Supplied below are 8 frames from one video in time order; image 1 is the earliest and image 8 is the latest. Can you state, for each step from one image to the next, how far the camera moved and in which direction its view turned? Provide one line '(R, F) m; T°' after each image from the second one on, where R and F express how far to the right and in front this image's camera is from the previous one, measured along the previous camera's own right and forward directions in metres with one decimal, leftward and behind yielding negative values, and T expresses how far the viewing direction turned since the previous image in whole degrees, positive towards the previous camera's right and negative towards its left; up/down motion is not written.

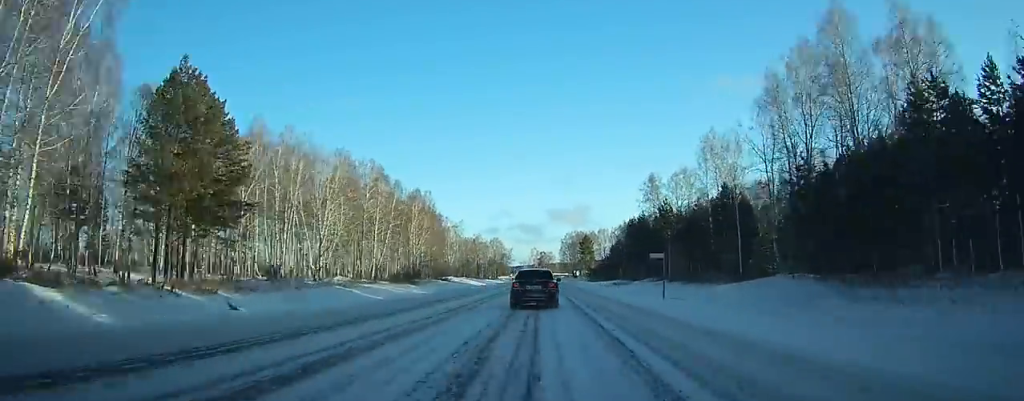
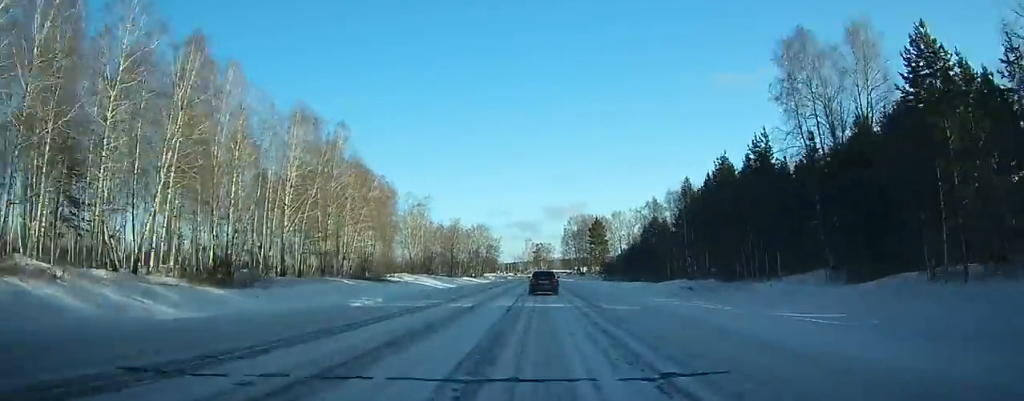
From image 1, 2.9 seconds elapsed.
(-0.1, +67.8) m; 0°
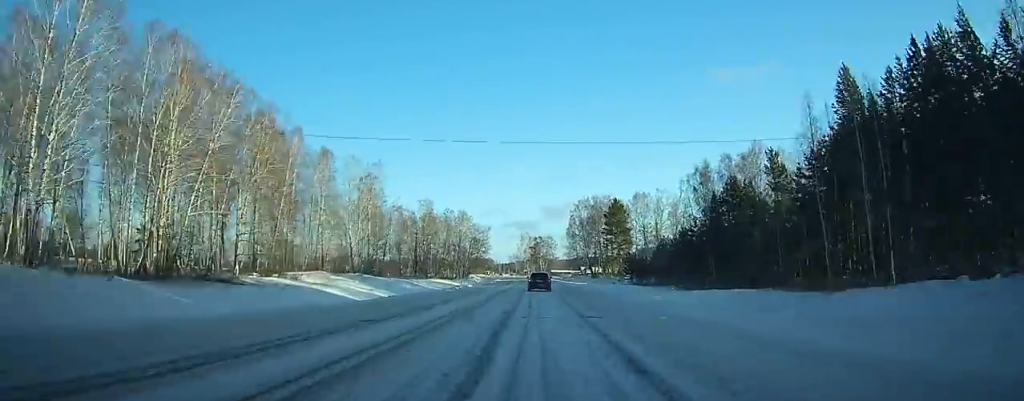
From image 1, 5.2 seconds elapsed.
(-0.2, +54.4) m; 0°
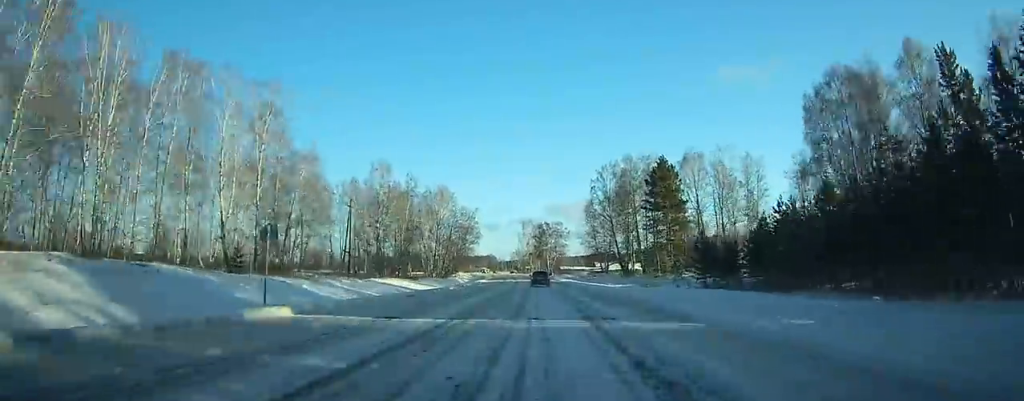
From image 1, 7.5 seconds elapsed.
(+0.2, +52.8) m; 0°
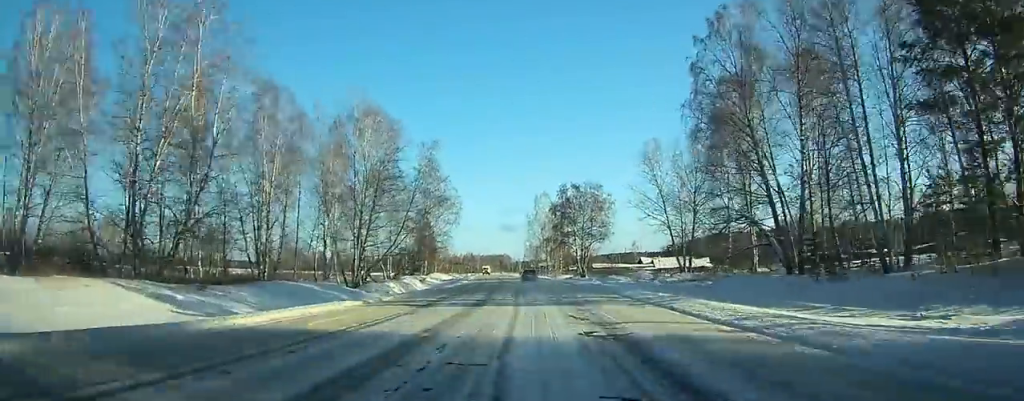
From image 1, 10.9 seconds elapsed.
(-1.3, +70.1) m; -2°
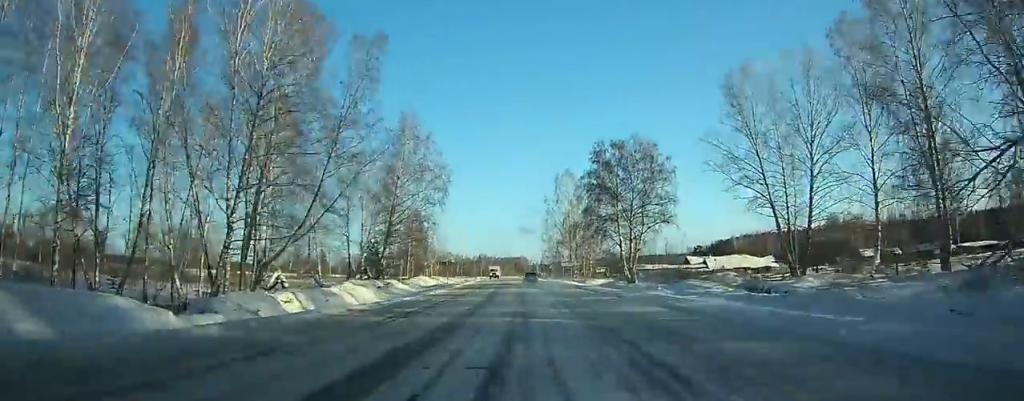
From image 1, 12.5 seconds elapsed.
(-0.2, +27.7) m; 0°
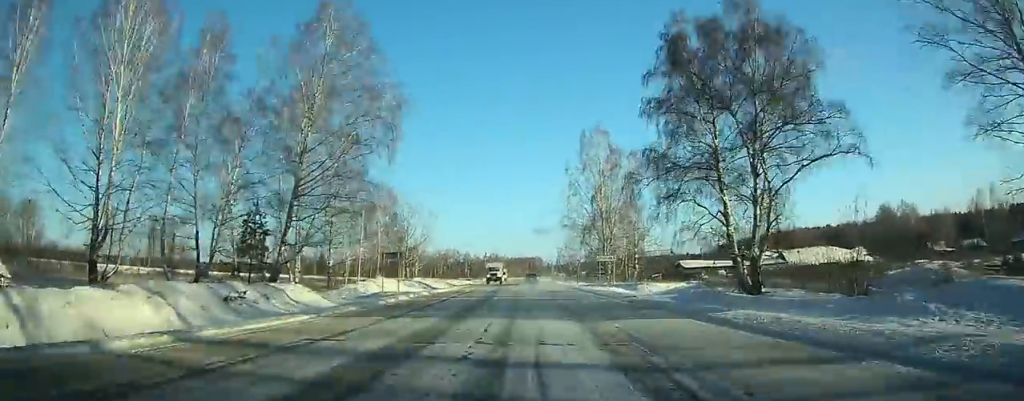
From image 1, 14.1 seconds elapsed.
(0.0, +22.3) m; 0°
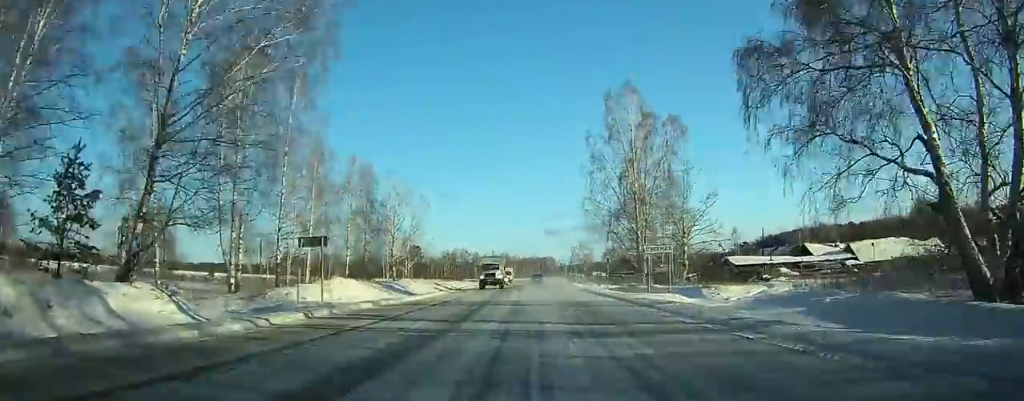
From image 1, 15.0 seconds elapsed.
(0.0, +11.0) m; 0°
